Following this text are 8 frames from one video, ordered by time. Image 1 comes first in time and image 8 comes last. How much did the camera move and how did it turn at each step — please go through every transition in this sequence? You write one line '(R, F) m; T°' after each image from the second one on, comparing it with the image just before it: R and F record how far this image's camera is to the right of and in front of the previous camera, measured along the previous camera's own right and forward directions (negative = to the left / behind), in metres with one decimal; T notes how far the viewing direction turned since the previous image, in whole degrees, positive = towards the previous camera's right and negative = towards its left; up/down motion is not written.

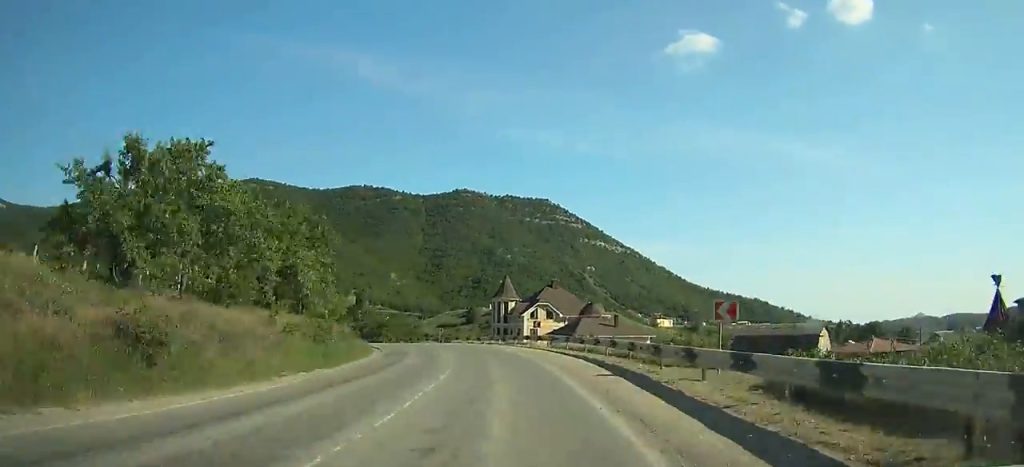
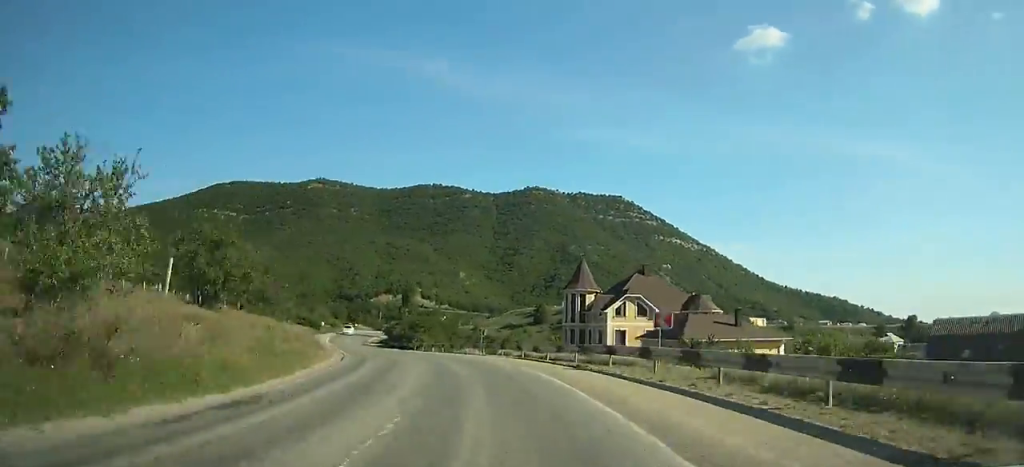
(+0.9, +23.4) m; -4°
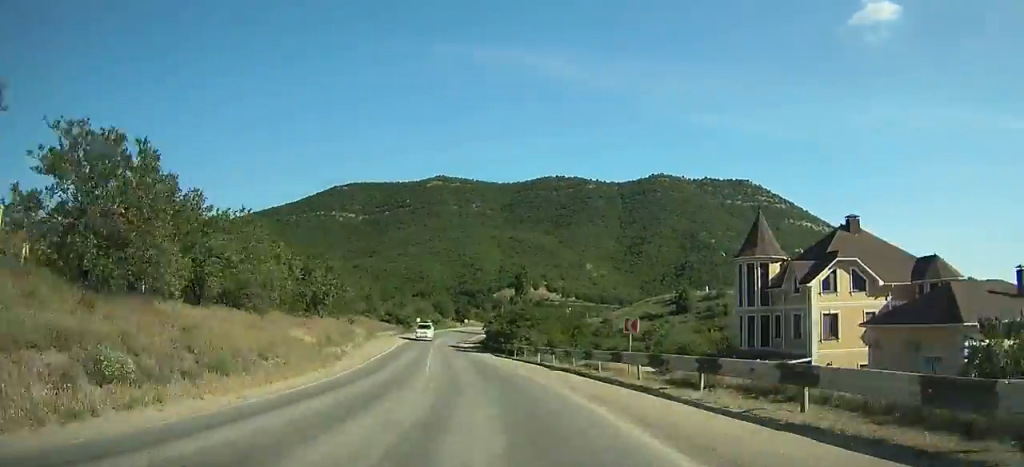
(-2.8, +22.8) m; -7°
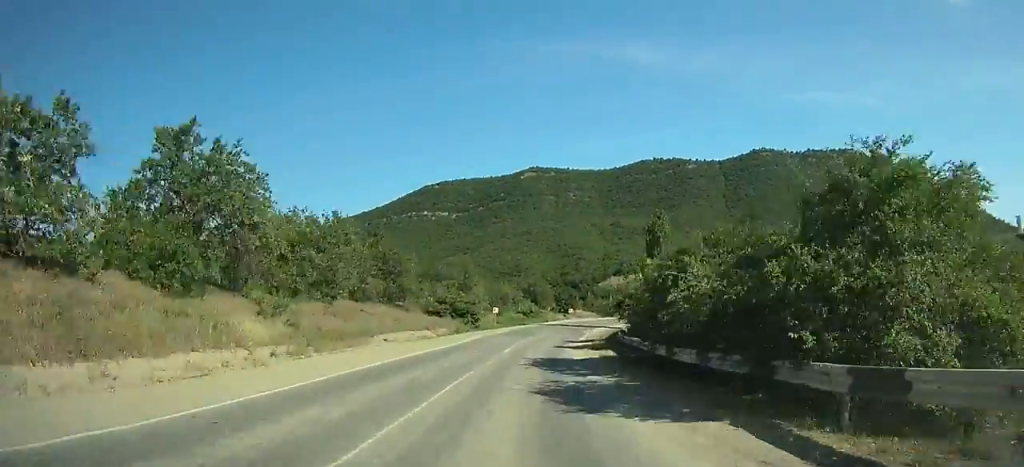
(-3.7, +37.5) m; -6°
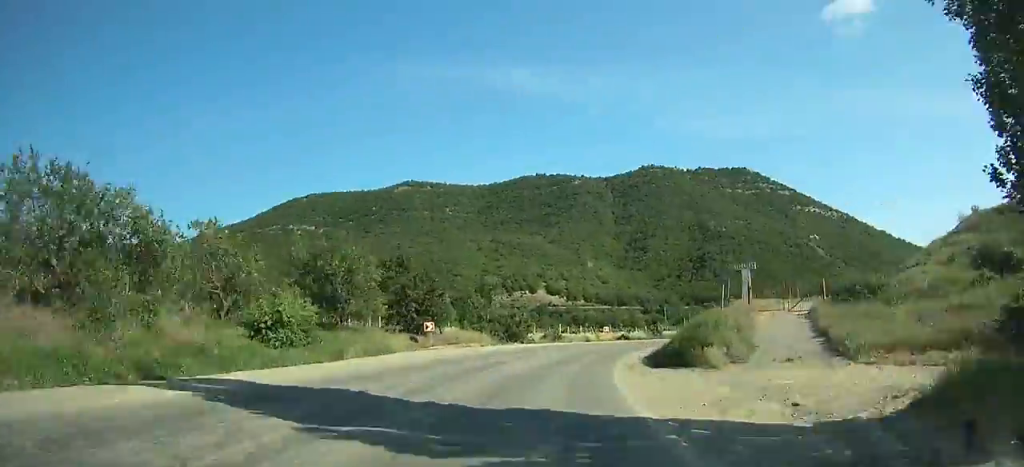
(-0.4, +53.5) m; +10°
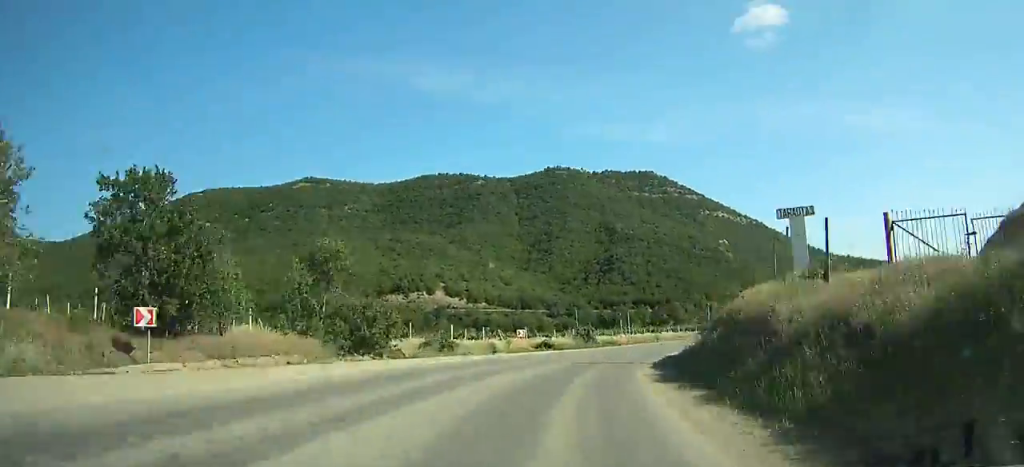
(-0.8, +20.7) m; +8°
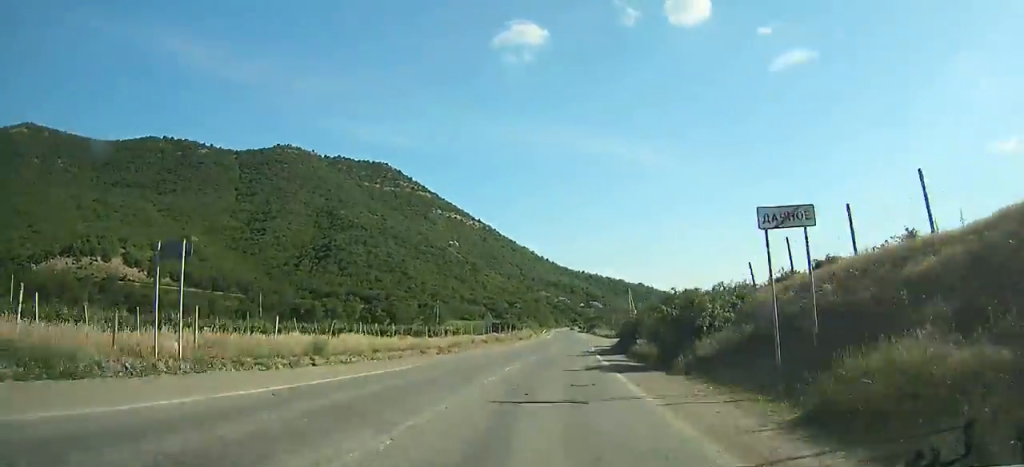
(+10.8, +48.2) m; +20°
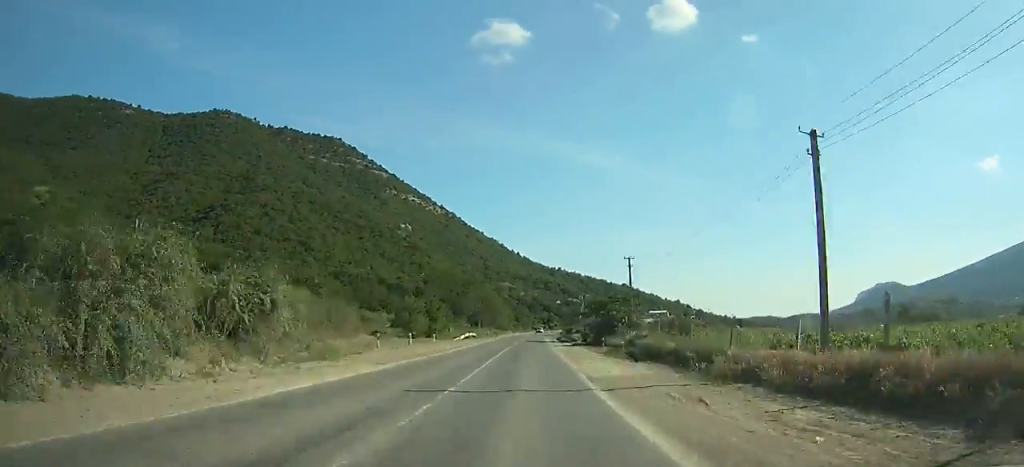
(+13.9, +107.6) m; +8°
